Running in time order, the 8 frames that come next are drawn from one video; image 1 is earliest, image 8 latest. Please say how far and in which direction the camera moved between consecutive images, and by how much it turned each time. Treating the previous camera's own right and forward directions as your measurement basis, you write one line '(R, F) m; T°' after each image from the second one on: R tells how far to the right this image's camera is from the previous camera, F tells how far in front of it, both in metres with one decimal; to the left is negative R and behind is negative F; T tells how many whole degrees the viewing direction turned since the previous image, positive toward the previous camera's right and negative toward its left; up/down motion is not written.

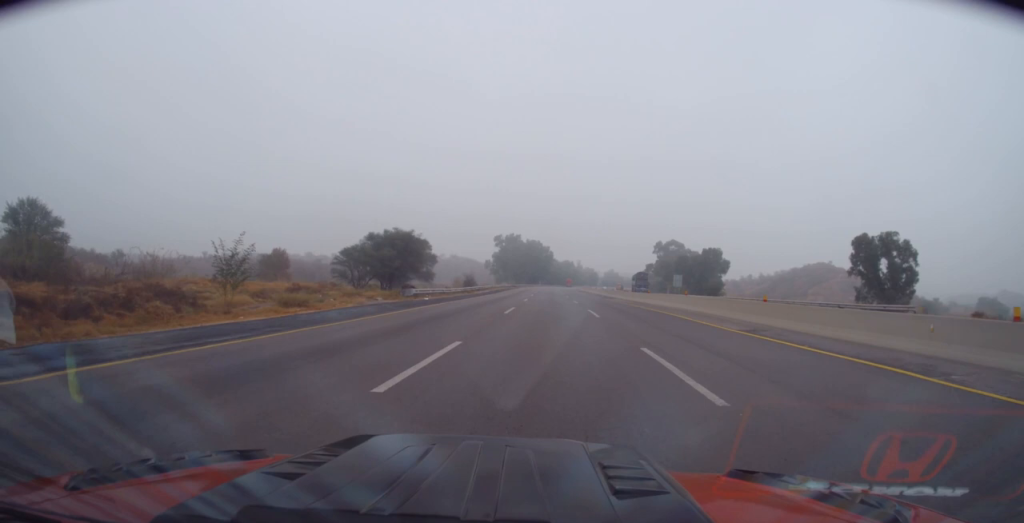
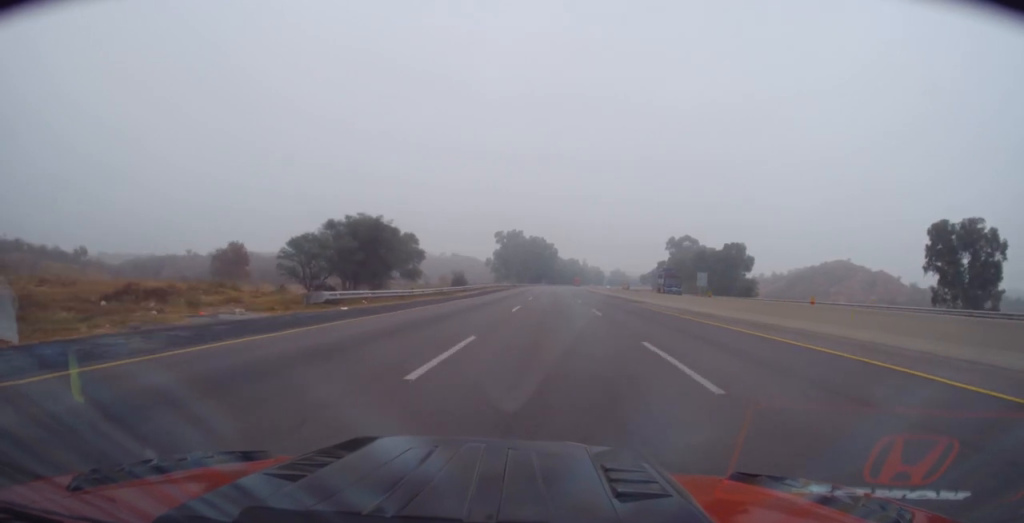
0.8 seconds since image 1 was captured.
(-0.3, +17.0) m; +1°
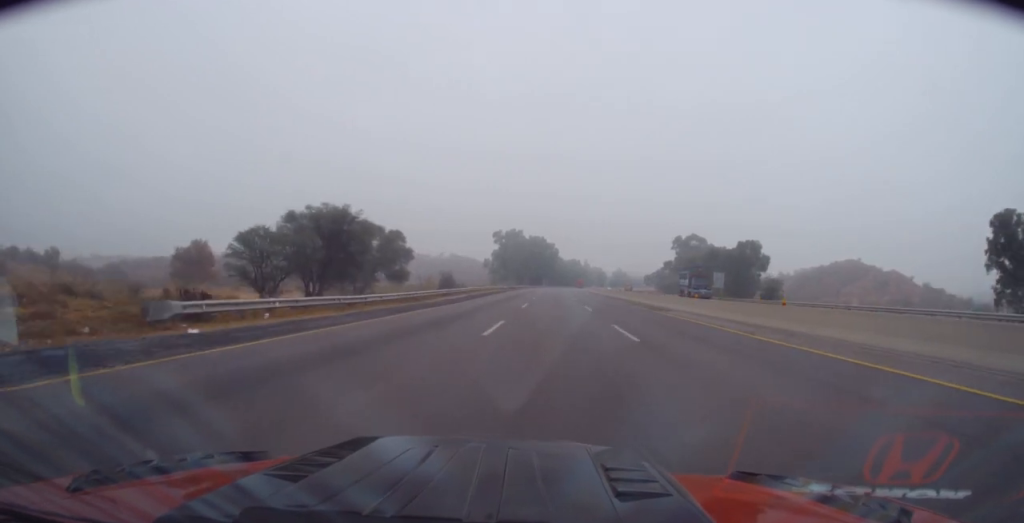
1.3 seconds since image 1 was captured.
(+0.2, +10.6) m; 0°
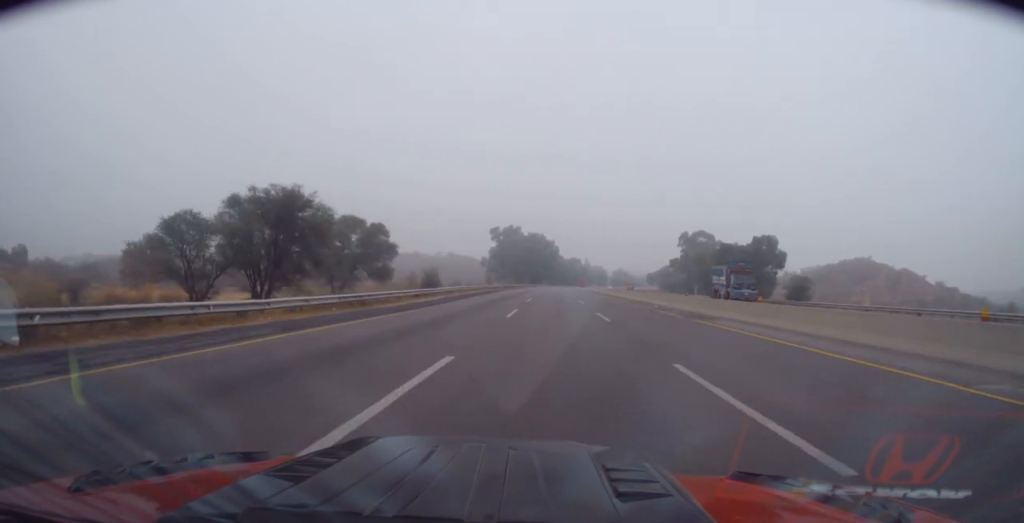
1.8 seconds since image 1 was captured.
(+0.3, +10.6) m; 0°
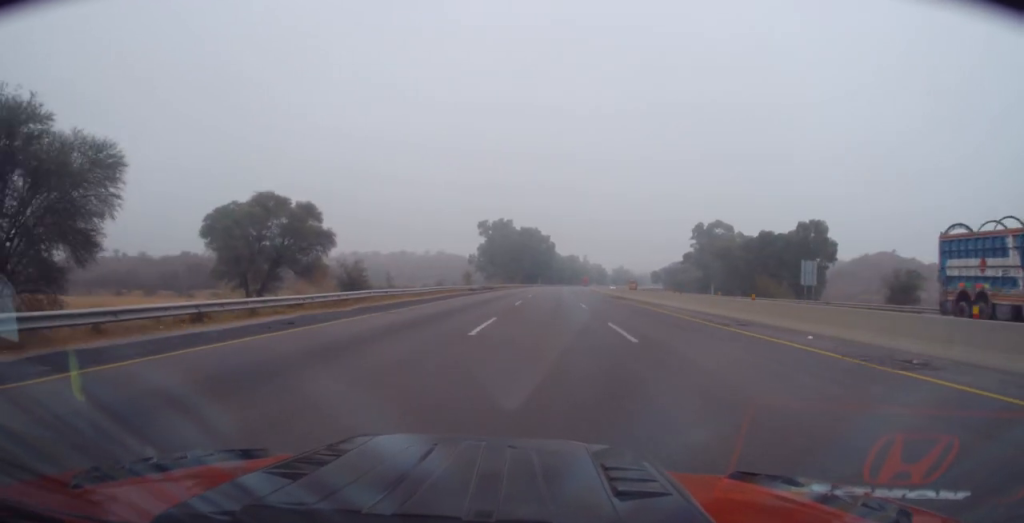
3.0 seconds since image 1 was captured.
(-0.4, +26.1) m; -2°
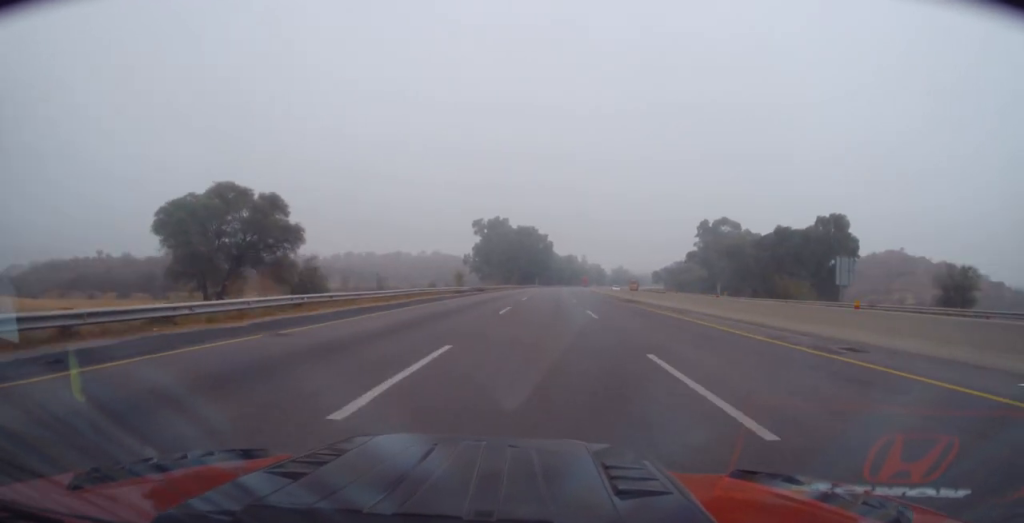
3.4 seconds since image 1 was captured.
(-0.2, +8.5) m; 0°
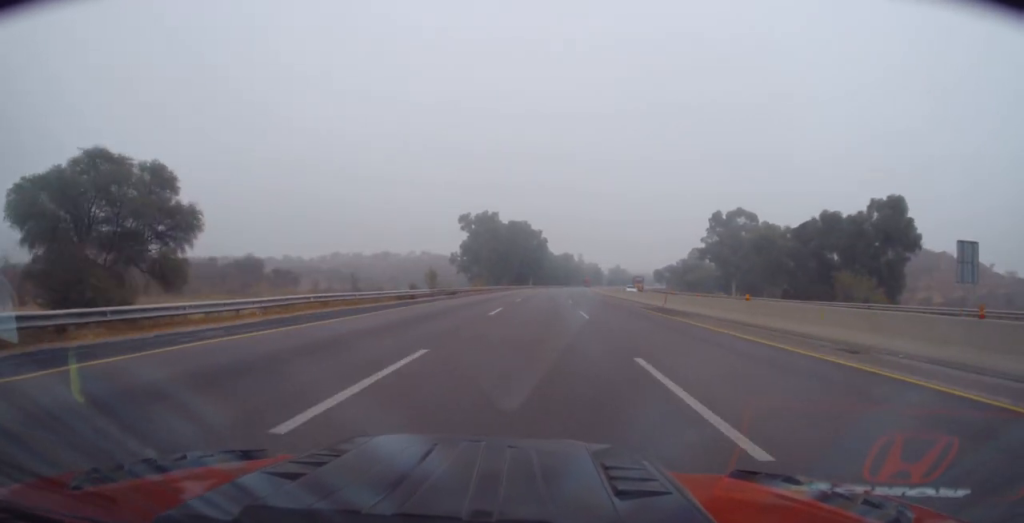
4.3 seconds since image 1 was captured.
(+0.1, +18.4) m; +1°
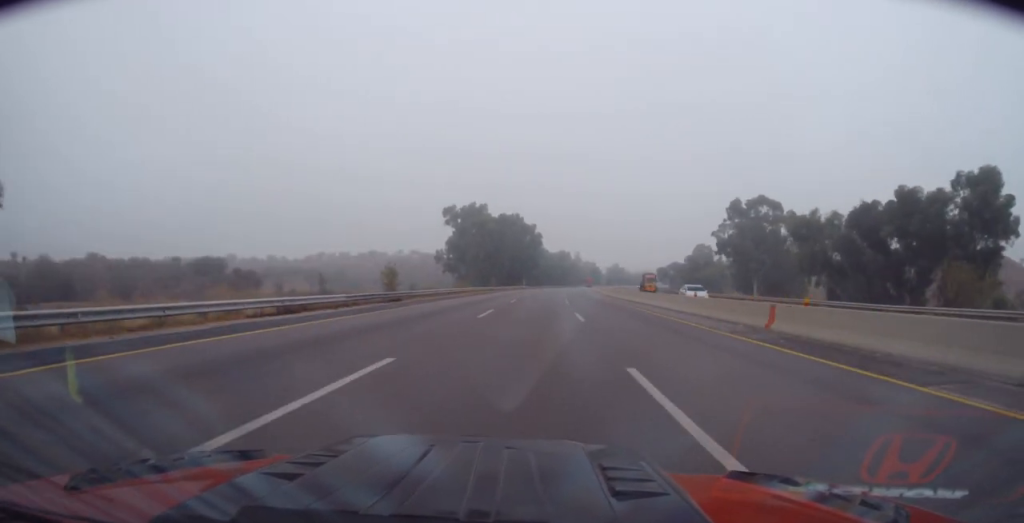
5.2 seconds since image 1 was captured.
(+0.3, +19.2) m; 0°
